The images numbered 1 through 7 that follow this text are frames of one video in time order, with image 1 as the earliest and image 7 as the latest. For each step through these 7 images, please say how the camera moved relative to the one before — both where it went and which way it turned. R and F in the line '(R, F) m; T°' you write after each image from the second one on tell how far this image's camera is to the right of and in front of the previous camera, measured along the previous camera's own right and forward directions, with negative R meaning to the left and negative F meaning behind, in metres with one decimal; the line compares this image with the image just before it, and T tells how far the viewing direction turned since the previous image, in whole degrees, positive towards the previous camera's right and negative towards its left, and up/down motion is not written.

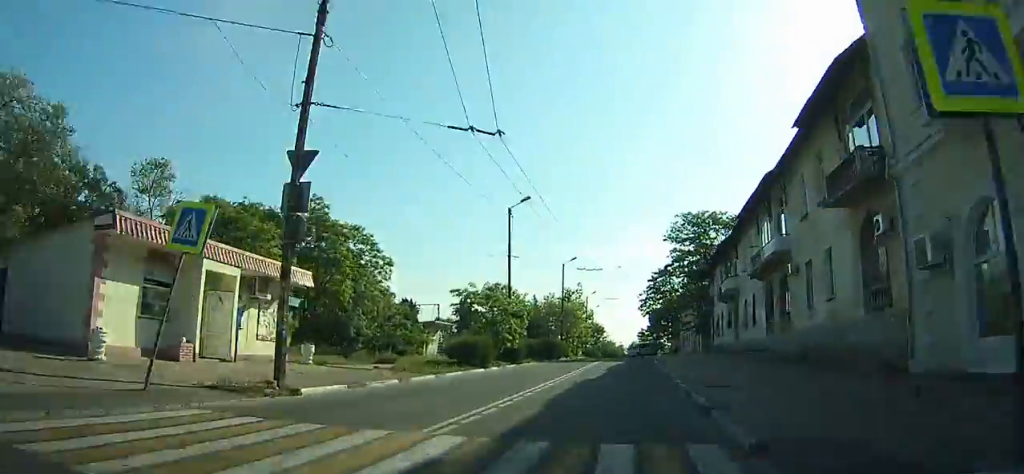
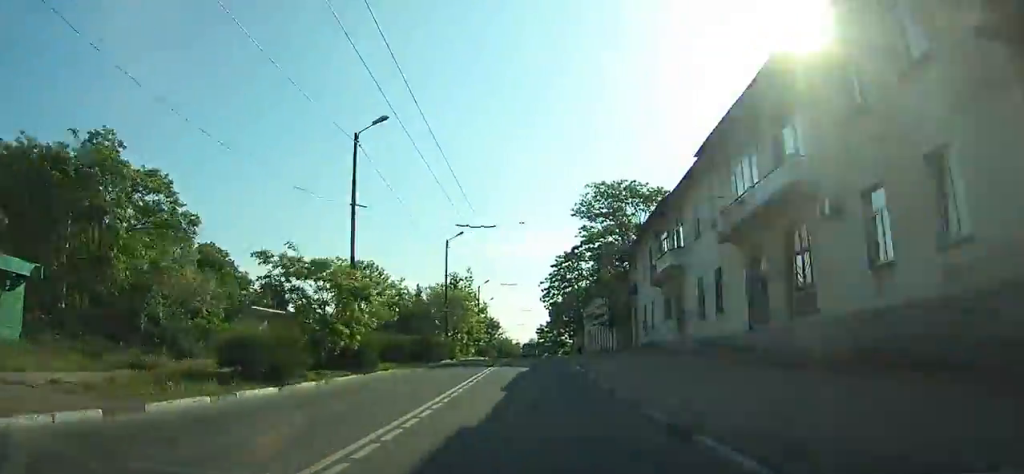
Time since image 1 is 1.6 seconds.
(+1.4, +12.5) m; +9°
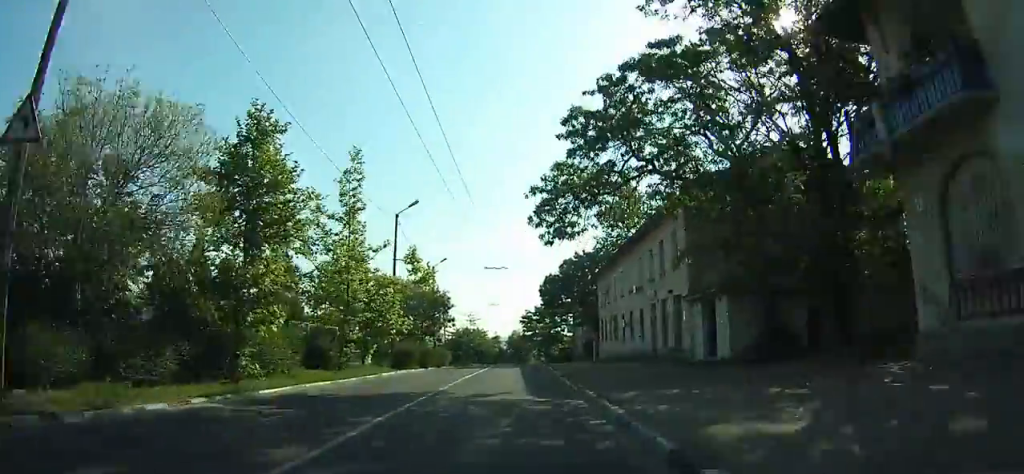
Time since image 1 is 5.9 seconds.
(+4.6, +35.9) m; +8°
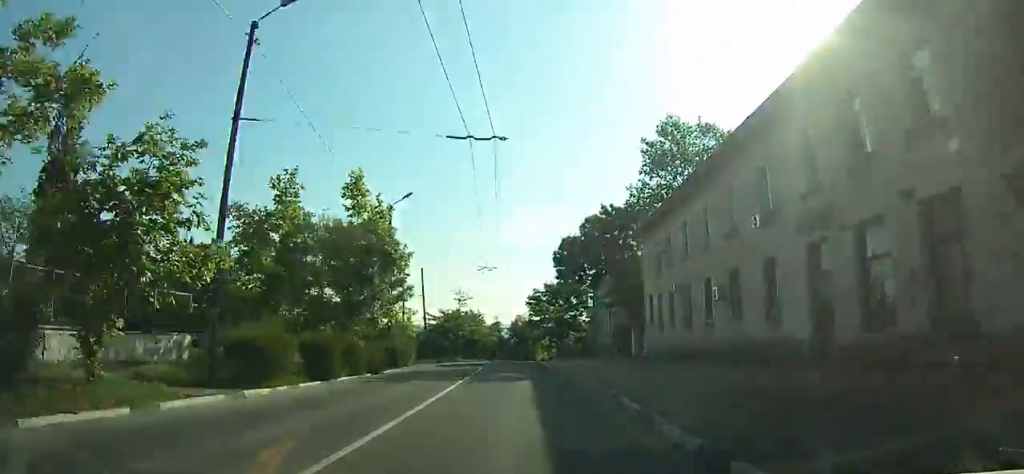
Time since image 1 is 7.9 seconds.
(+0.1, +17.9) m; -1°
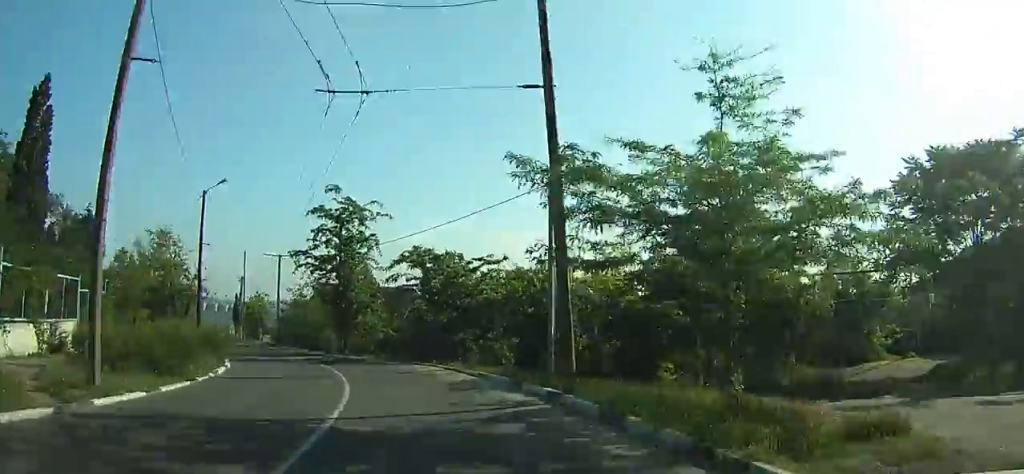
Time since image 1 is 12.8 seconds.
(-2.6, +45.6) m; -24°
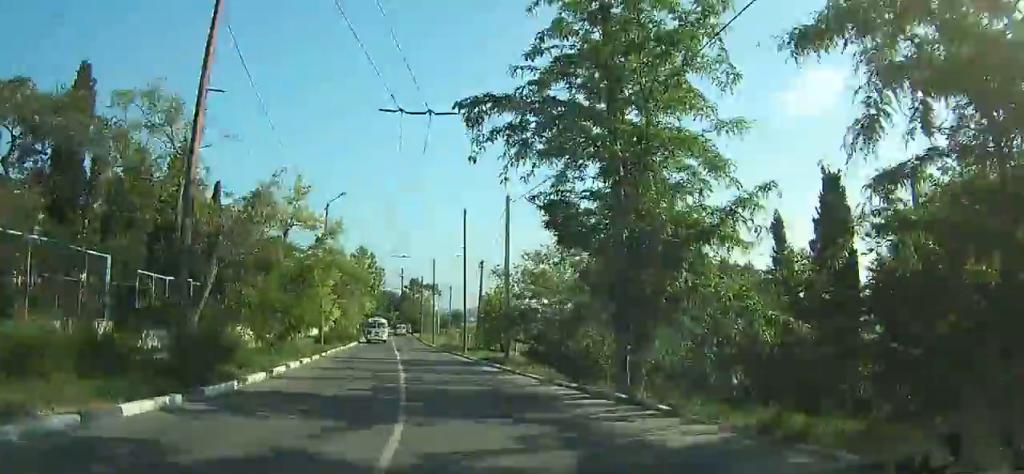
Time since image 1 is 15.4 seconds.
(-7.6, +24.0) m; -24°
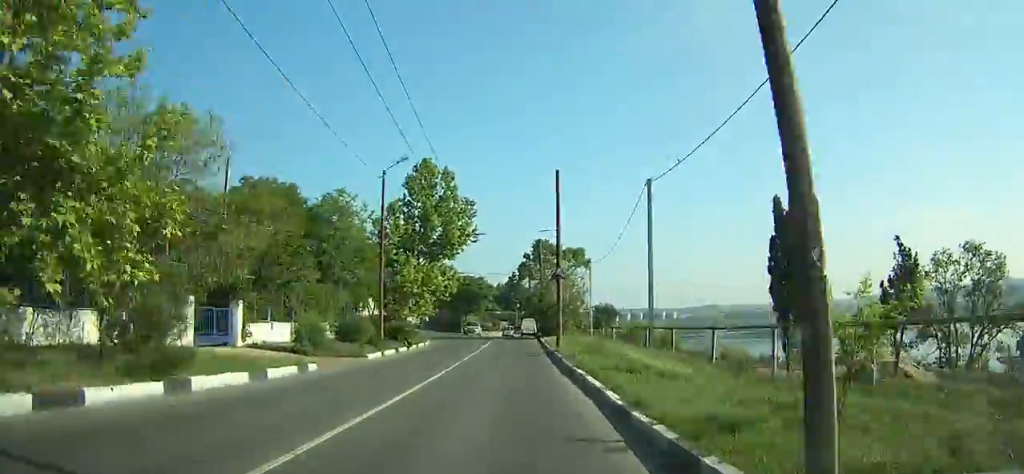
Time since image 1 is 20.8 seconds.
(-13.0, +52.6) m; -19°
